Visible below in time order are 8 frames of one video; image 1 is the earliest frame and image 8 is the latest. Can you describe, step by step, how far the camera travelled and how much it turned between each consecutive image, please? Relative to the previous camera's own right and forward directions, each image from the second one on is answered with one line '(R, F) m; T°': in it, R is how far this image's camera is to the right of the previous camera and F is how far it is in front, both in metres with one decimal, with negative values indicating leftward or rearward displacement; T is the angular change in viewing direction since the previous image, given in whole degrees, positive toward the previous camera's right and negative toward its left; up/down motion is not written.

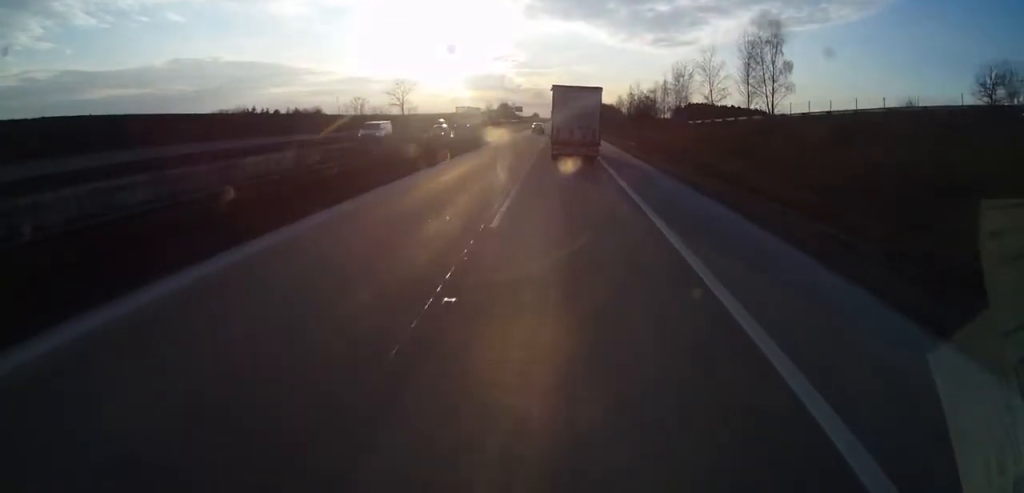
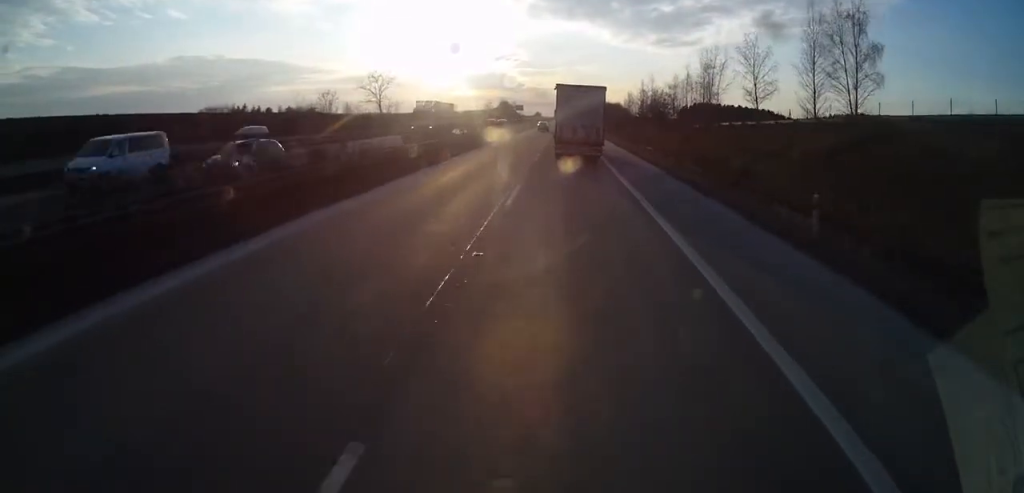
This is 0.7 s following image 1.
(0.0, +15.6) m; 0°
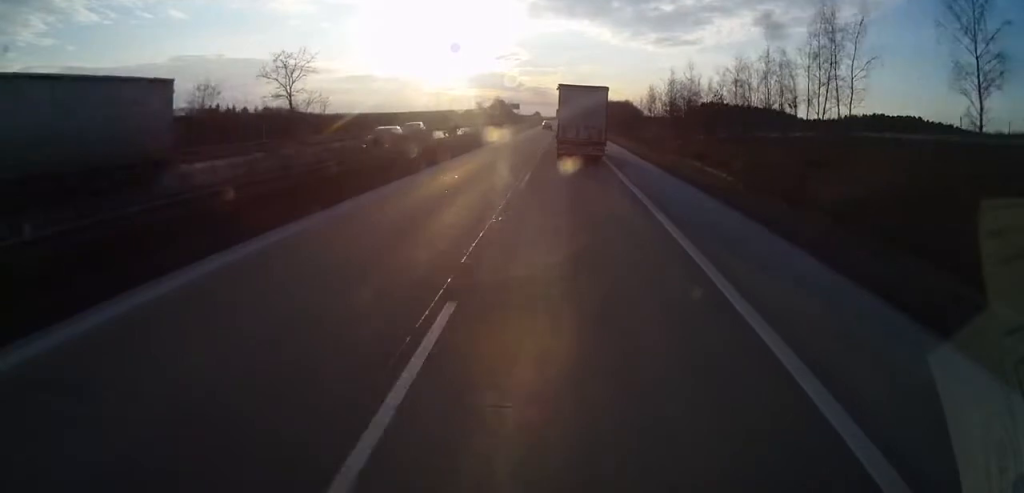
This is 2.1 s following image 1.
(+0.4, +32.7) m; +1°
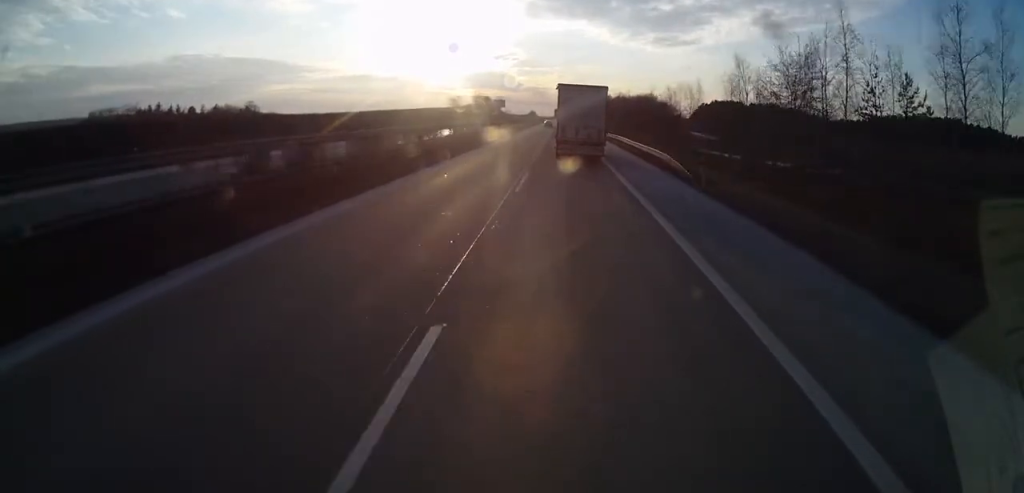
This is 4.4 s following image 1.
(-0.6, +55.2) m; 0°
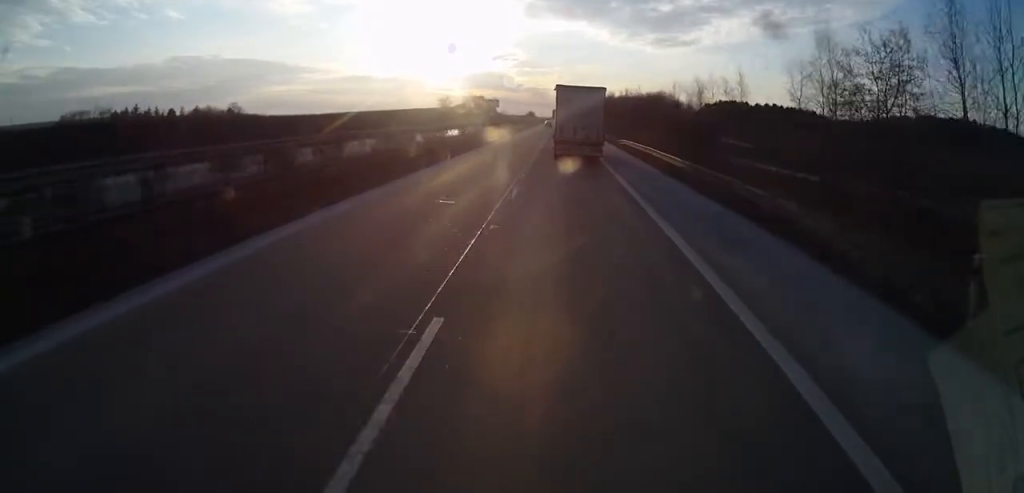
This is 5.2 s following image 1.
(-0.1, +17.9) m; 0°
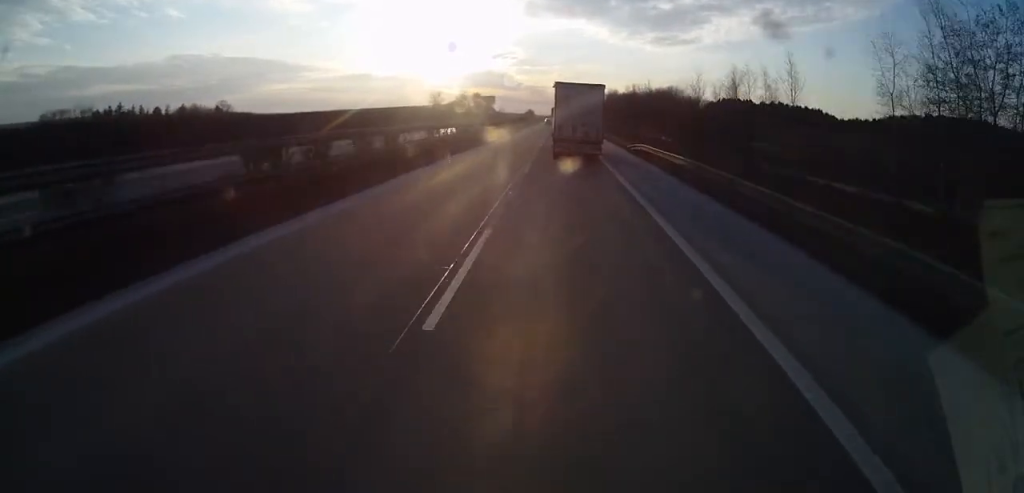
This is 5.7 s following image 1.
(0.0, +12.5) m; 0°
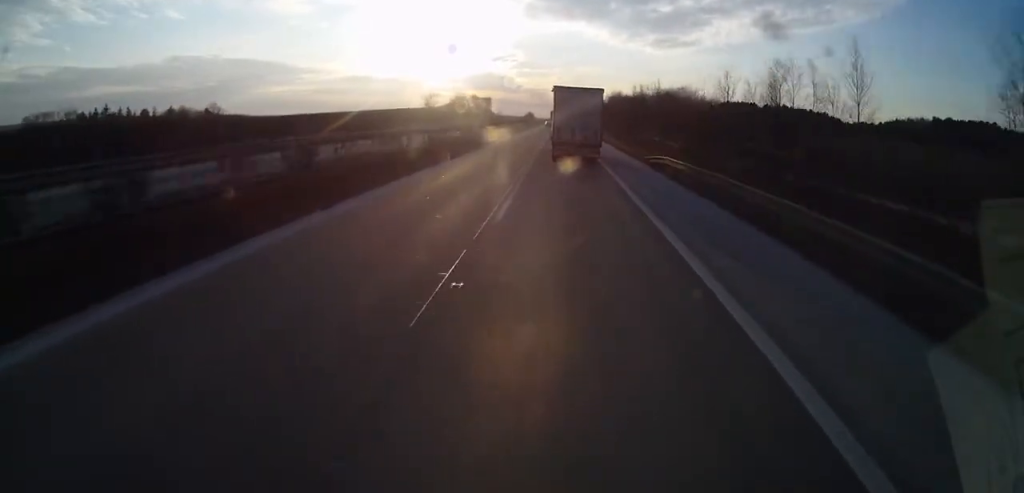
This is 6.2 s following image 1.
(0.0, +10.1) m; 0°
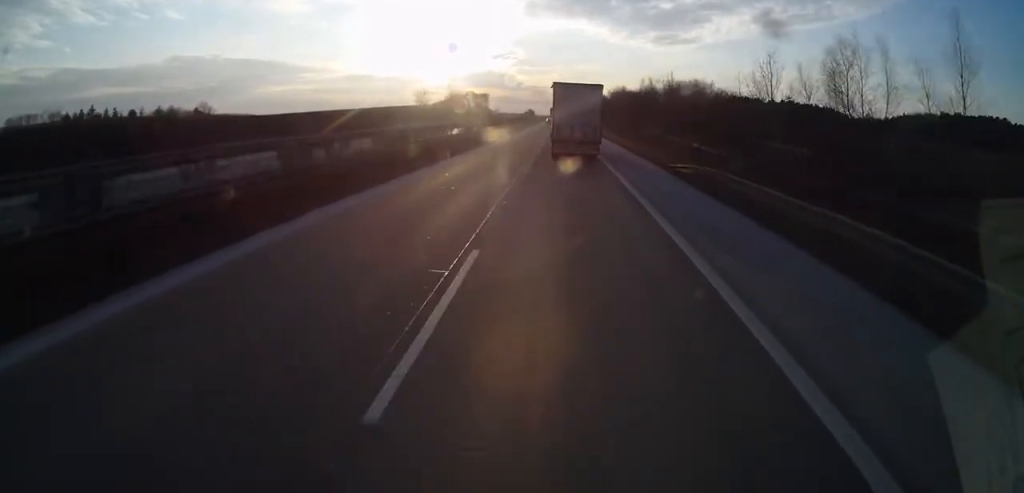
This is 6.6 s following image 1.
(0.0, +10.1) m; 0°
